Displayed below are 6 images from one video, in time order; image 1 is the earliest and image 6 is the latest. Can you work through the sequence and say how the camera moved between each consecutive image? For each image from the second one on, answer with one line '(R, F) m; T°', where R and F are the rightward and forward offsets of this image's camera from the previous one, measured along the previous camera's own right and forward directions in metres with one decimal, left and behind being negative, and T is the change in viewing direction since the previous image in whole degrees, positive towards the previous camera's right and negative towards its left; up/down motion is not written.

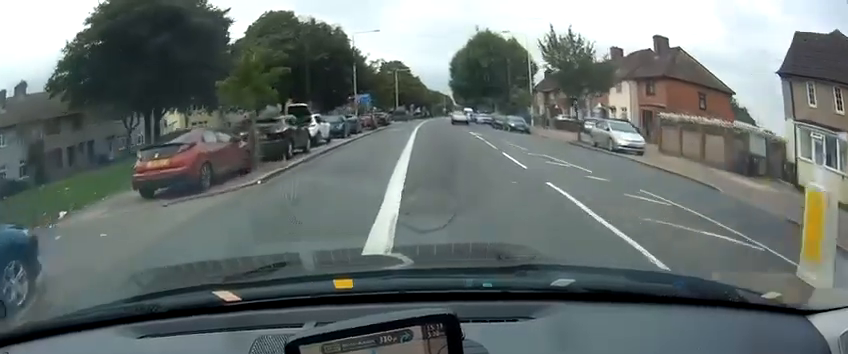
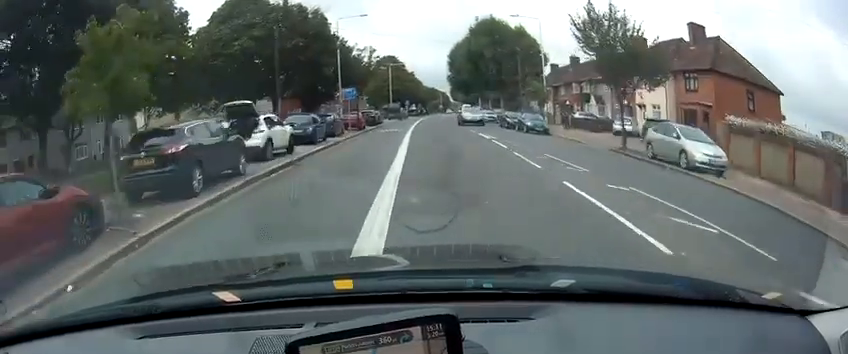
(-1.0, +7.0) m; -2°
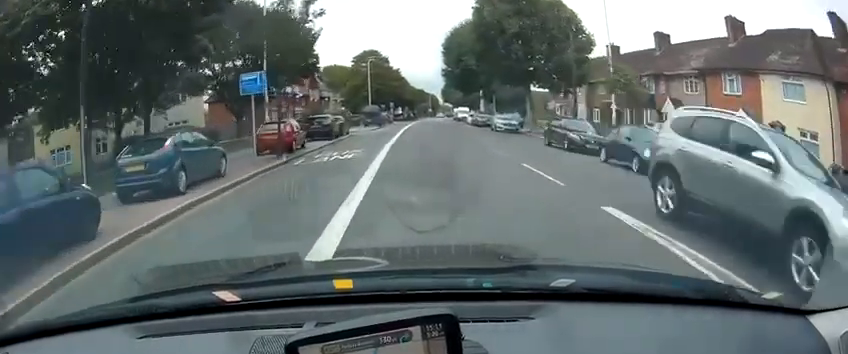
(+0.7, +18.0) m; +7°
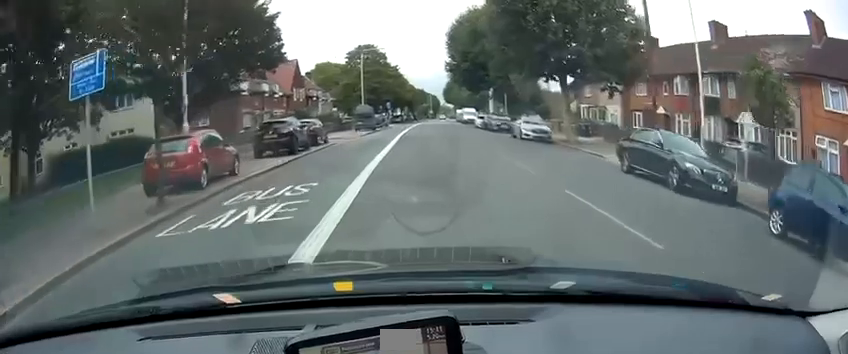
(0.0, +9.0) m; +4°
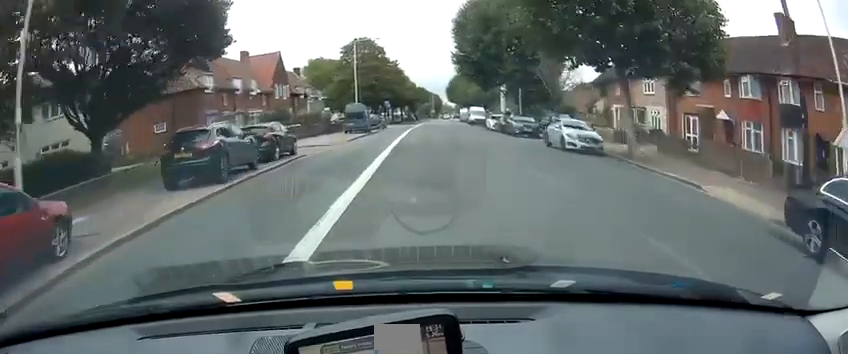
(+0.5, +7.8) m; 0°
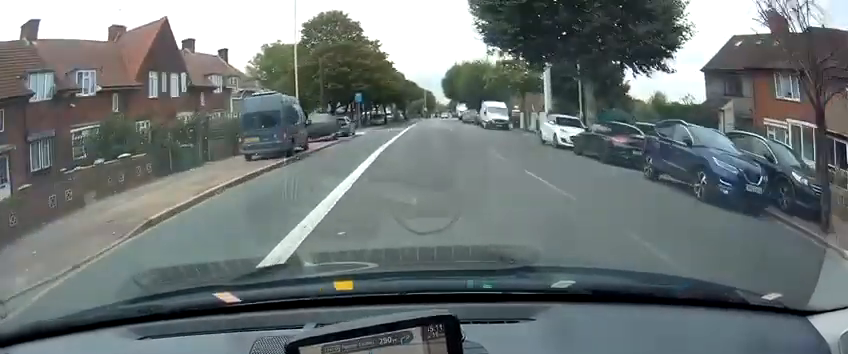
(-0.9, +22.3) m; -1°
